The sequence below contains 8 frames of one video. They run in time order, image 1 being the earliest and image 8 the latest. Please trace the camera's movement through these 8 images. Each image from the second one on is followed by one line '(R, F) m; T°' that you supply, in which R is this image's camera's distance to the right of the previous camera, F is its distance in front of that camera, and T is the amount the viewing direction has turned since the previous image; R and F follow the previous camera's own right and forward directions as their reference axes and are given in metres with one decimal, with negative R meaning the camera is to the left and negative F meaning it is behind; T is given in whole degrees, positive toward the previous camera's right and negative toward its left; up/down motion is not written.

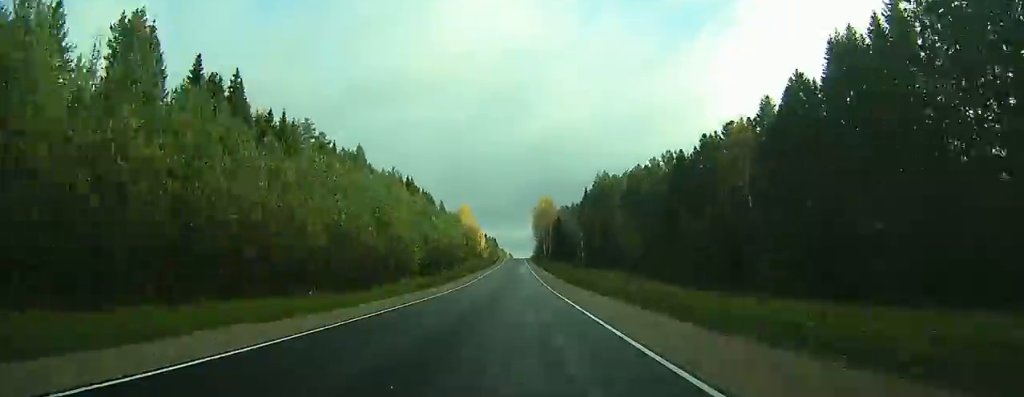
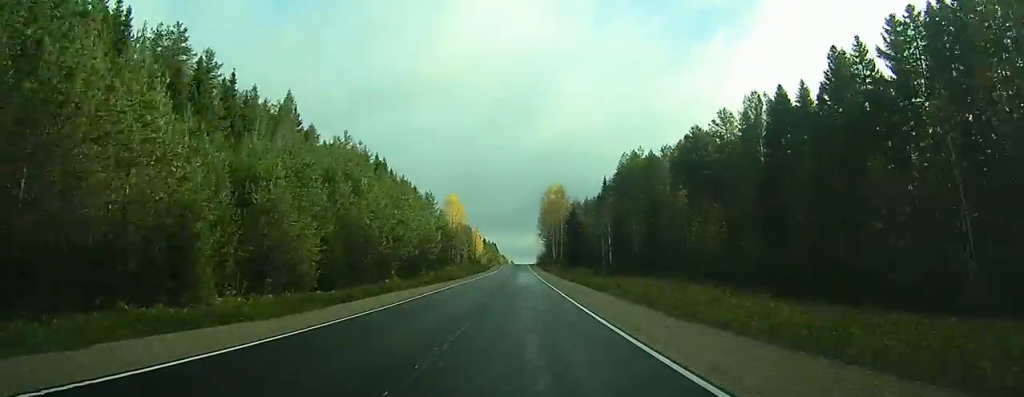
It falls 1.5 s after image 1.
(0.0, +41.4) m; 0°
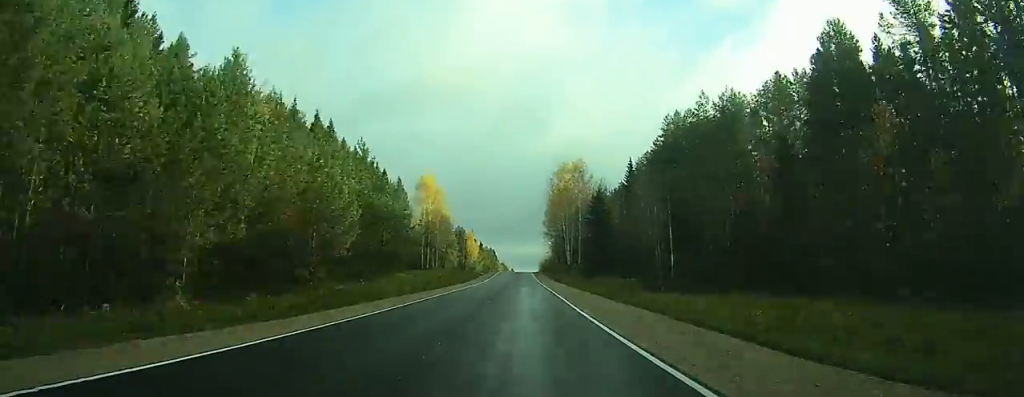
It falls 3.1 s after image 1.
(-0.1, +41.6) m; 0°
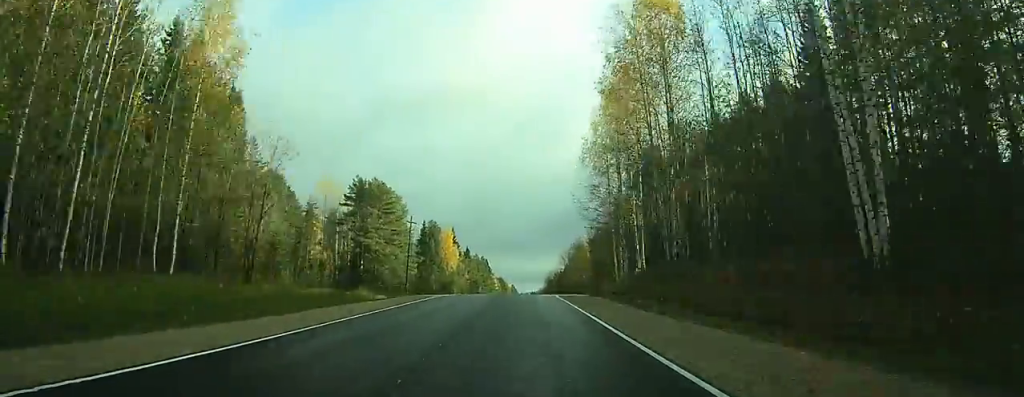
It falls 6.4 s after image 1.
(+0.1, +90.8) m; 0°
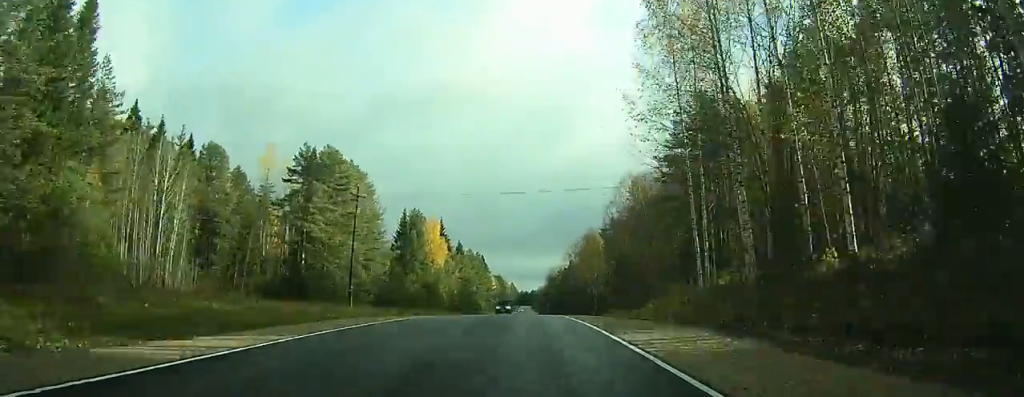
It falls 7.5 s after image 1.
(+0.1, +29.0) m; 0°
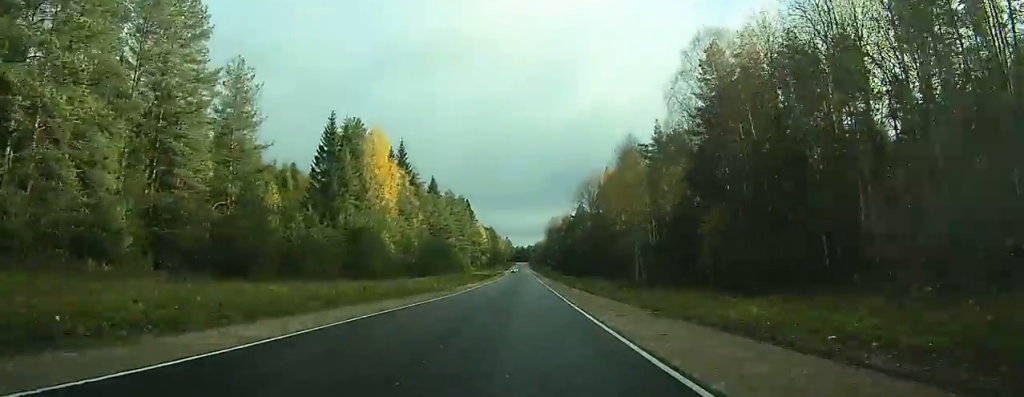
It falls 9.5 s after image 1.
(-0.2, +55.8) m; 0°
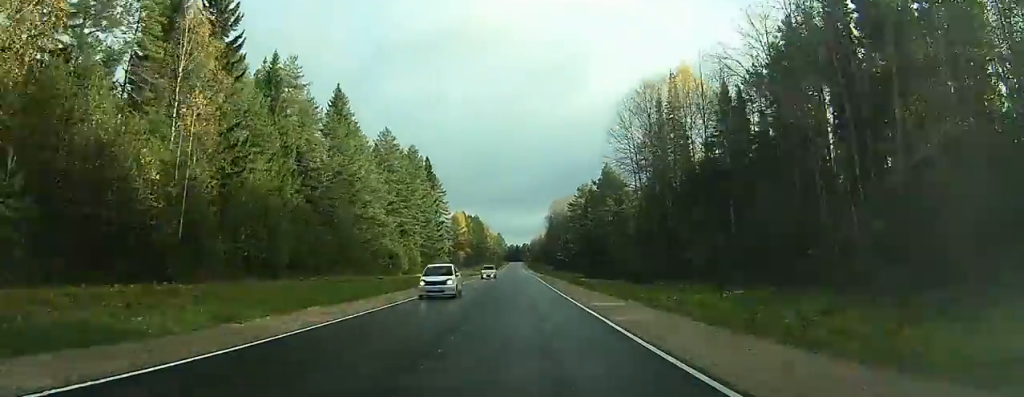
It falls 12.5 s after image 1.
(+0.1, +79.0) m; 0°
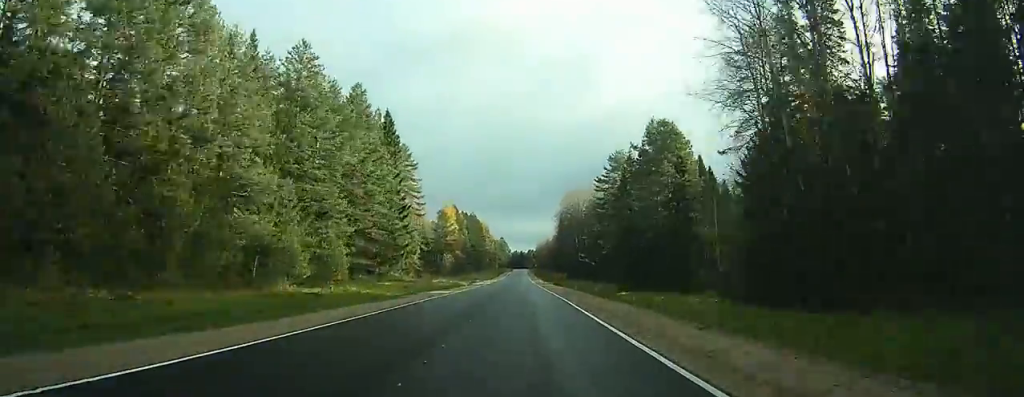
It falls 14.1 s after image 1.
(0.0, +43.1) m; 0°
